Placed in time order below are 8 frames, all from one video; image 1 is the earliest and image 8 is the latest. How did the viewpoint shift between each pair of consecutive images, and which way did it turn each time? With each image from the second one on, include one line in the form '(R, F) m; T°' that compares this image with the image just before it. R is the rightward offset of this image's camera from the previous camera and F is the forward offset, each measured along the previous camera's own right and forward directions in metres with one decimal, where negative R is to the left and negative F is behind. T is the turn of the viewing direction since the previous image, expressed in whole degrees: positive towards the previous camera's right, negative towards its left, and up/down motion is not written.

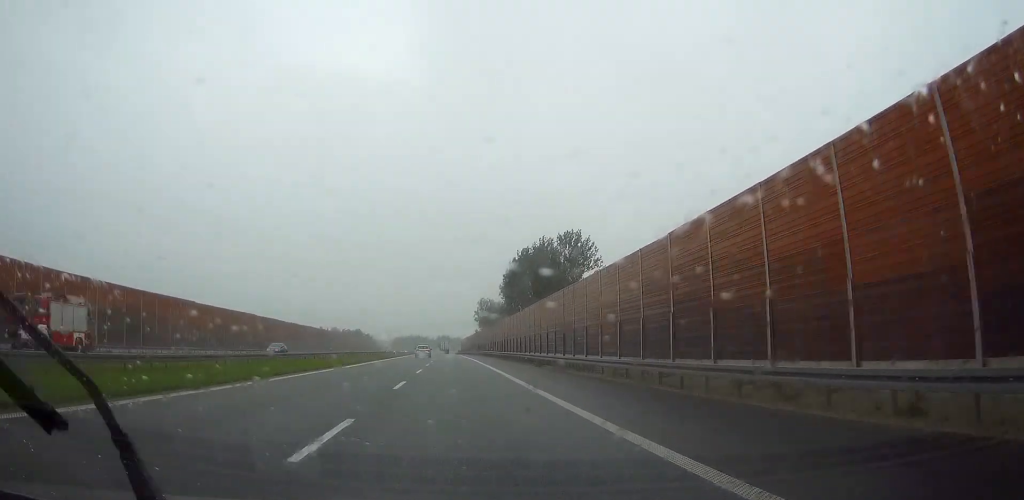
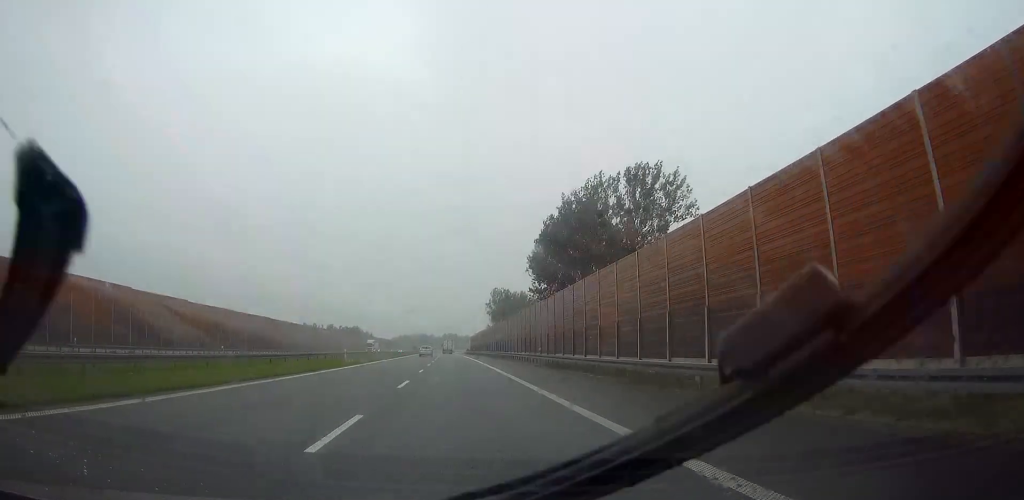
(0.0, +48.5) m; 0°
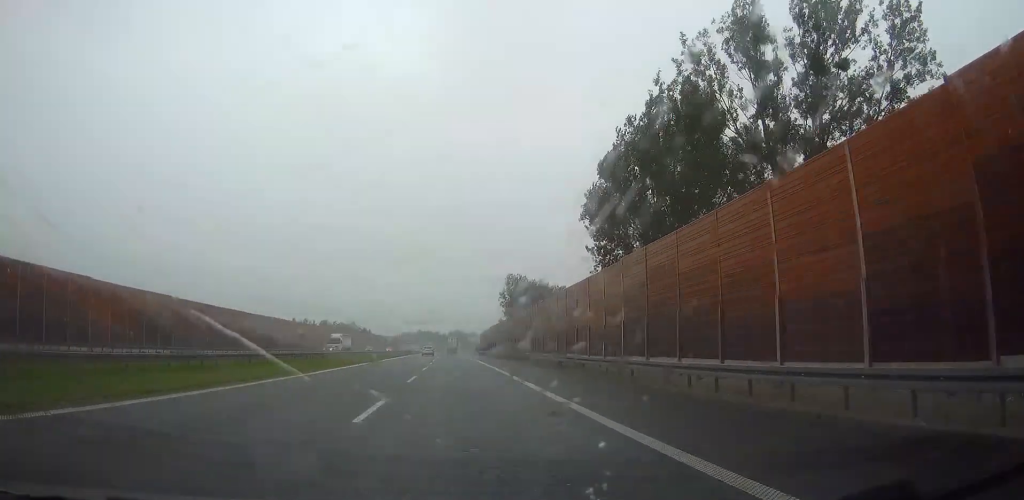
(0.0, +46.1) m; 0°
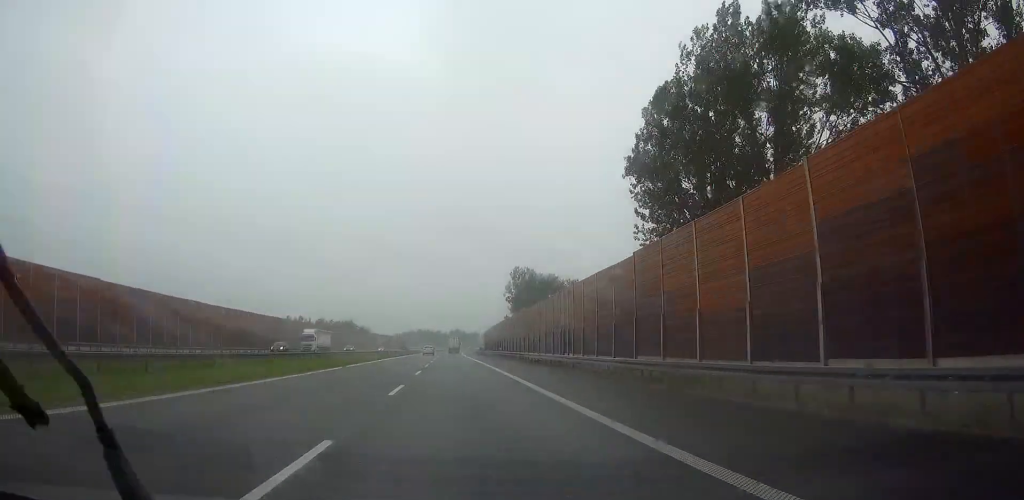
(0.0, +18.6) m; 0°
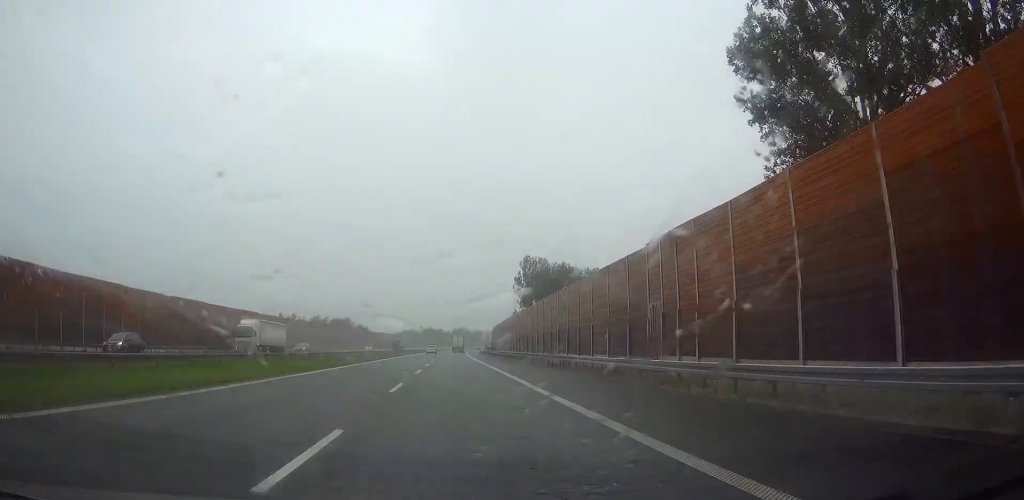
(0.0, +23.6) m; 0°
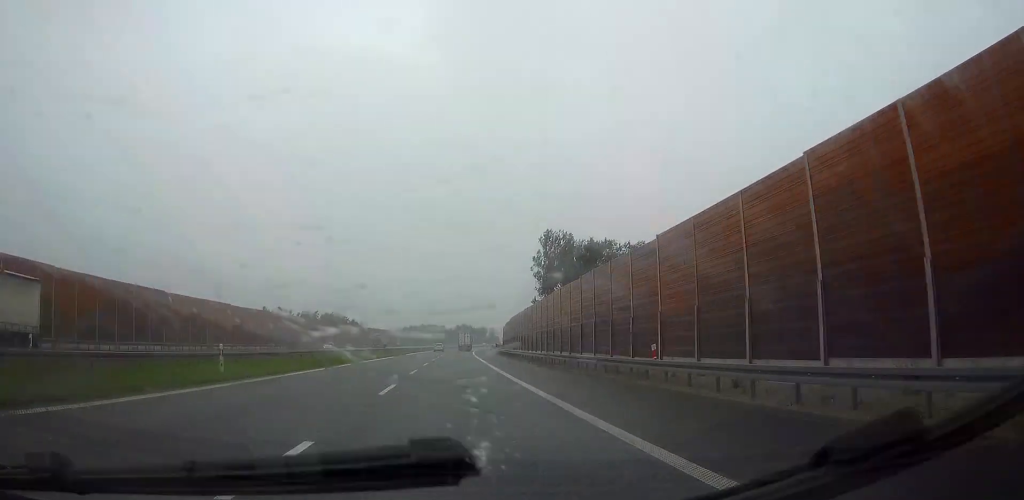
(0.0, +38.1) m; 0°
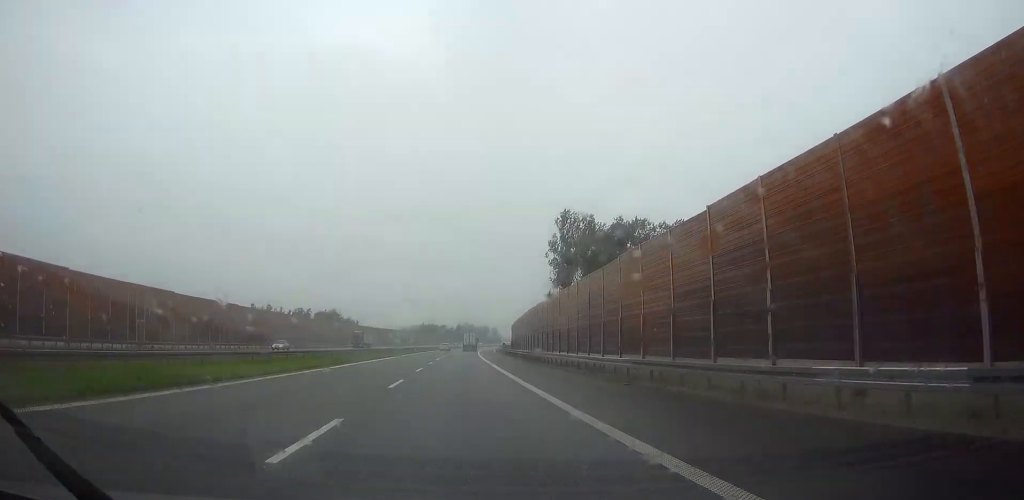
(0.0, +21.9) m; 0°
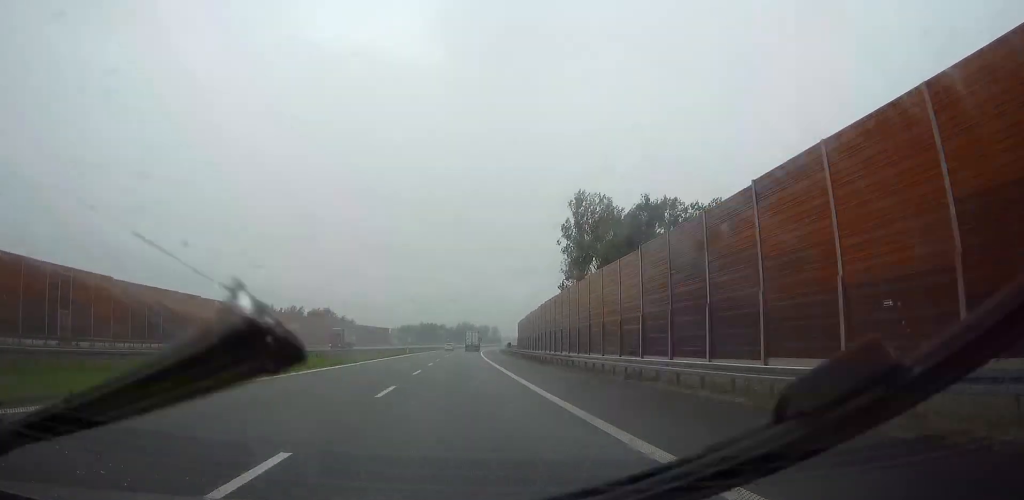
(0.0, +15.7) m; 0°
